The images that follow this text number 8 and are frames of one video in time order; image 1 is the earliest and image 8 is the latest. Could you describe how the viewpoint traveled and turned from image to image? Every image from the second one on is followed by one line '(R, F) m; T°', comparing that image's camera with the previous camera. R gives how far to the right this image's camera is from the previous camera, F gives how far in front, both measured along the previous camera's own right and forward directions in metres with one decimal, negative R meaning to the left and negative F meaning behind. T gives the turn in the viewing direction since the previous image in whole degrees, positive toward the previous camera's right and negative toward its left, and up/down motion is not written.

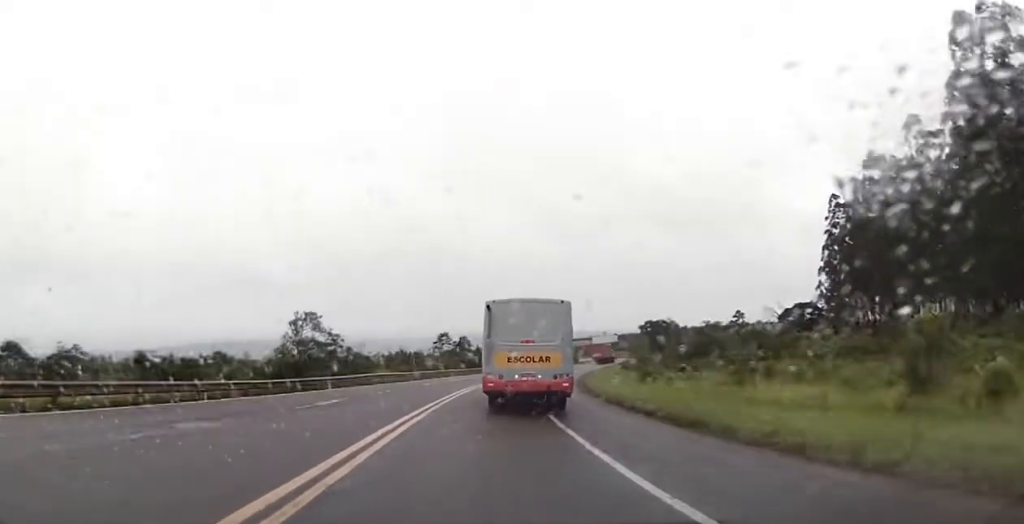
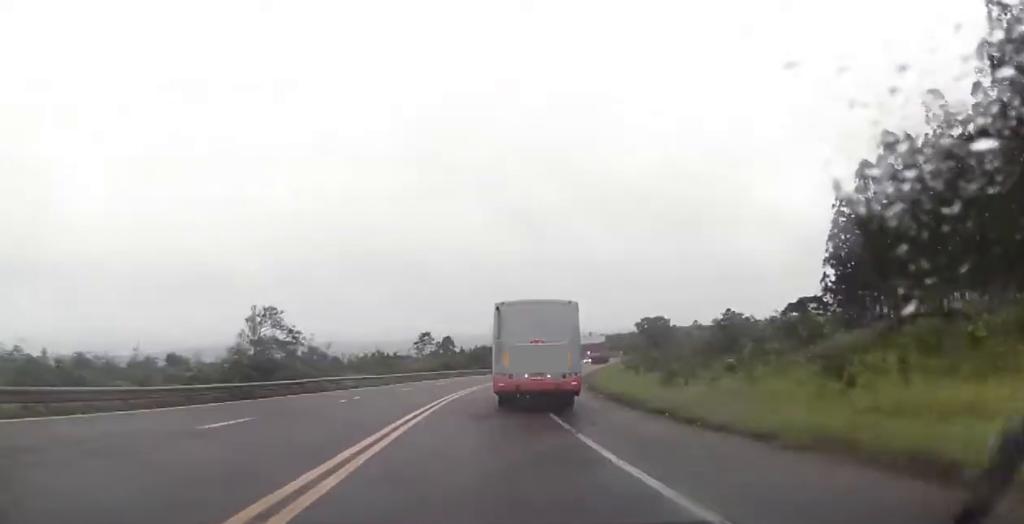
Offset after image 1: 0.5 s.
(+0.5, +9.1) m; +3°
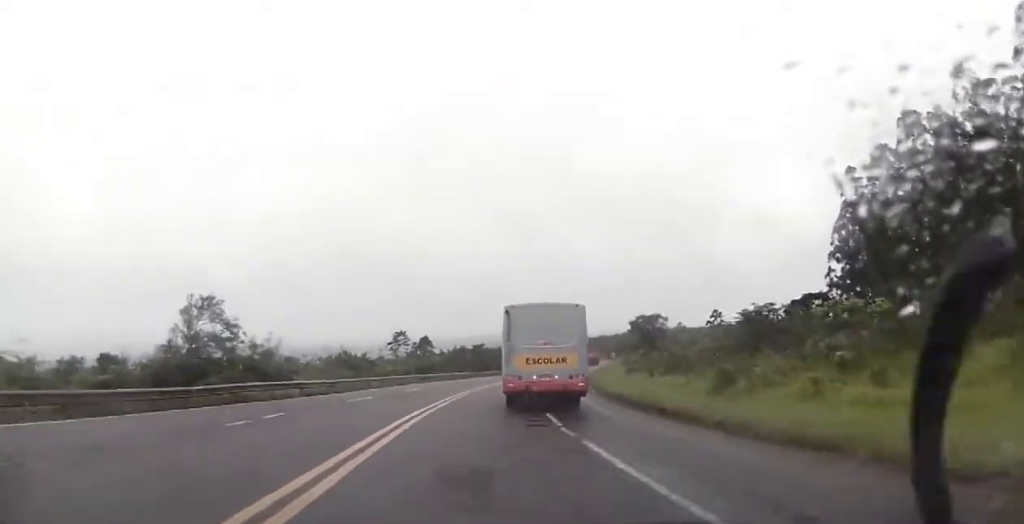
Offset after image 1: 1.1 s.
(+0.1, +10.2) m; 0°
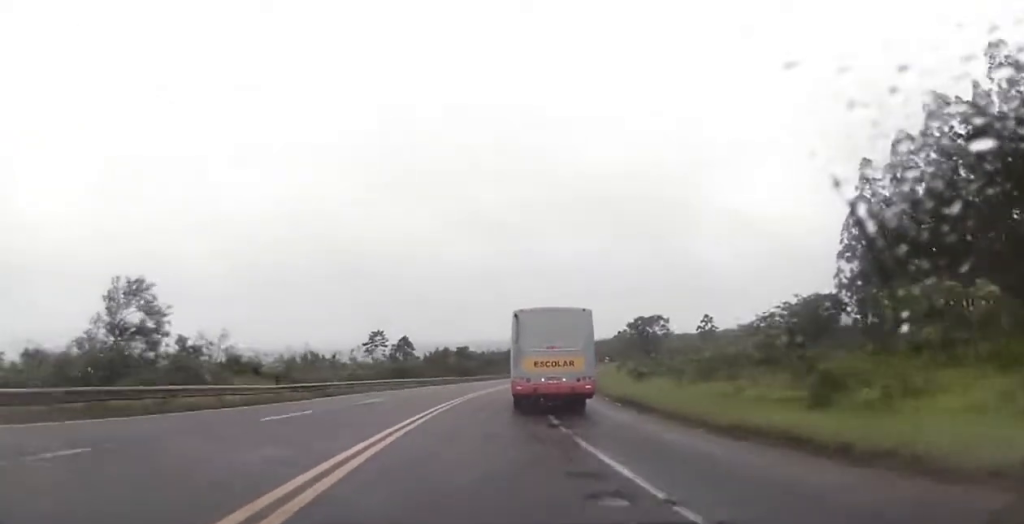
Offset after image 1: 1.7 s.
(0.0, +9.0) m; 0°
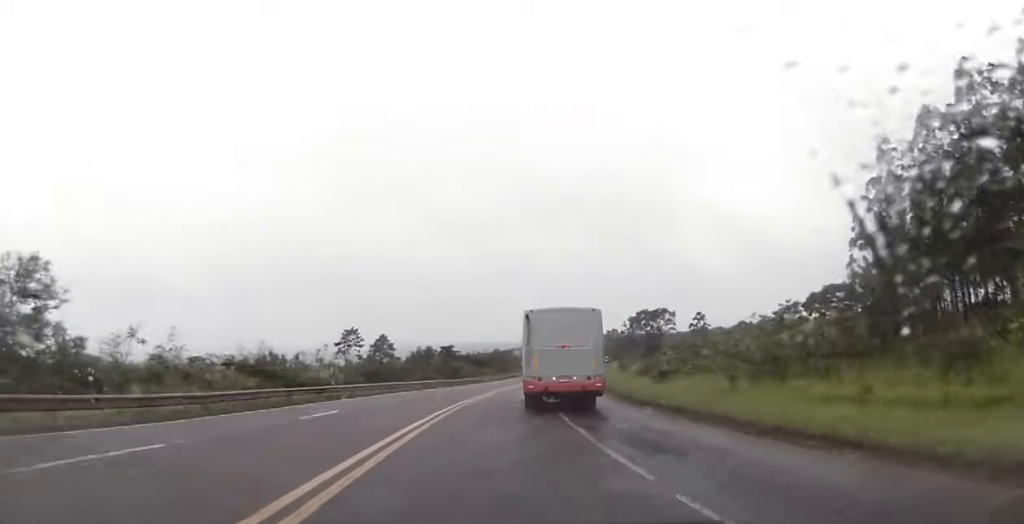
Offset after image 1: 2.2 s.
(0.0, +9.6) m; +1°
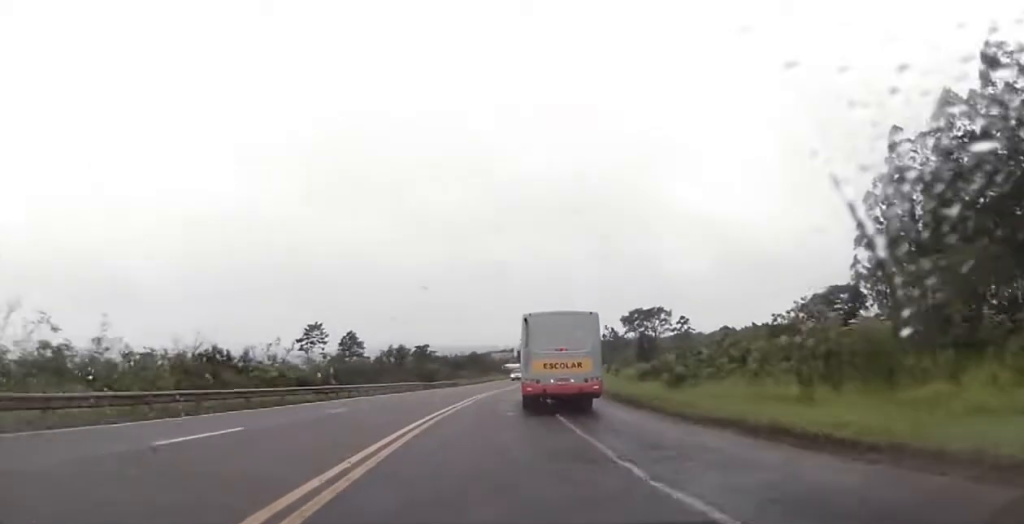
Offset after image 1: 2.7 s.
(-0.1, +7.9) m; +1°
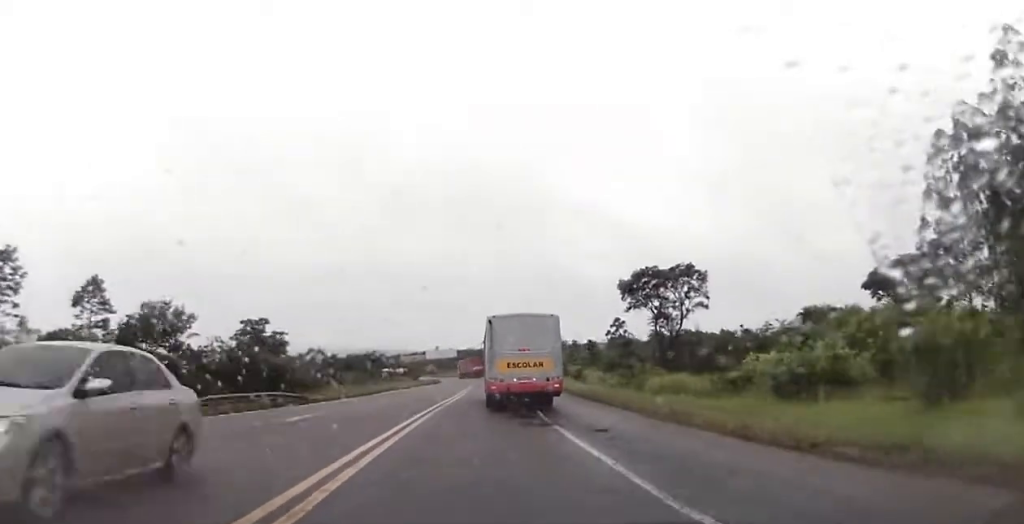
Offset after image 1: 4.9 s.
(+3.0, +38.3) m; +8°
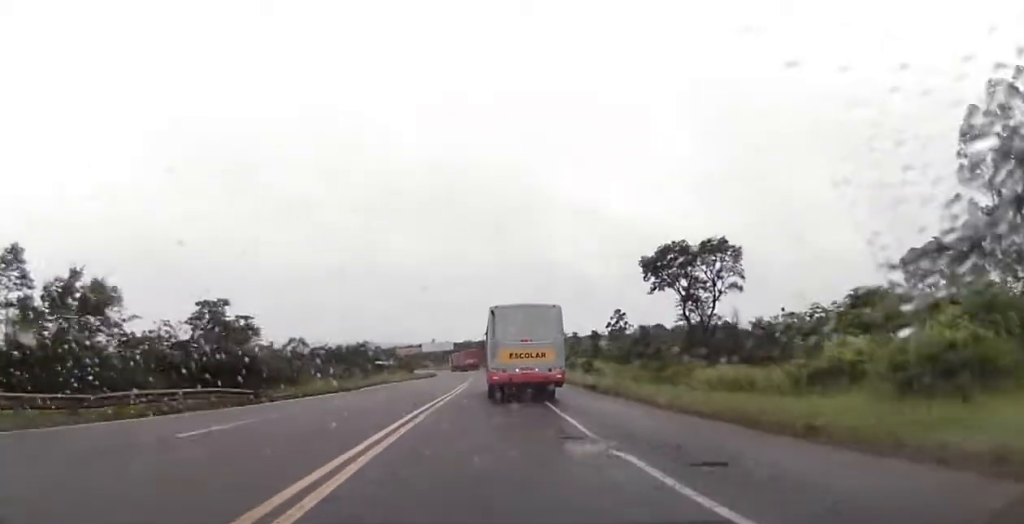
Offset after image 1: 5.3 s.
(+0.3, +6.9) m; +1°
